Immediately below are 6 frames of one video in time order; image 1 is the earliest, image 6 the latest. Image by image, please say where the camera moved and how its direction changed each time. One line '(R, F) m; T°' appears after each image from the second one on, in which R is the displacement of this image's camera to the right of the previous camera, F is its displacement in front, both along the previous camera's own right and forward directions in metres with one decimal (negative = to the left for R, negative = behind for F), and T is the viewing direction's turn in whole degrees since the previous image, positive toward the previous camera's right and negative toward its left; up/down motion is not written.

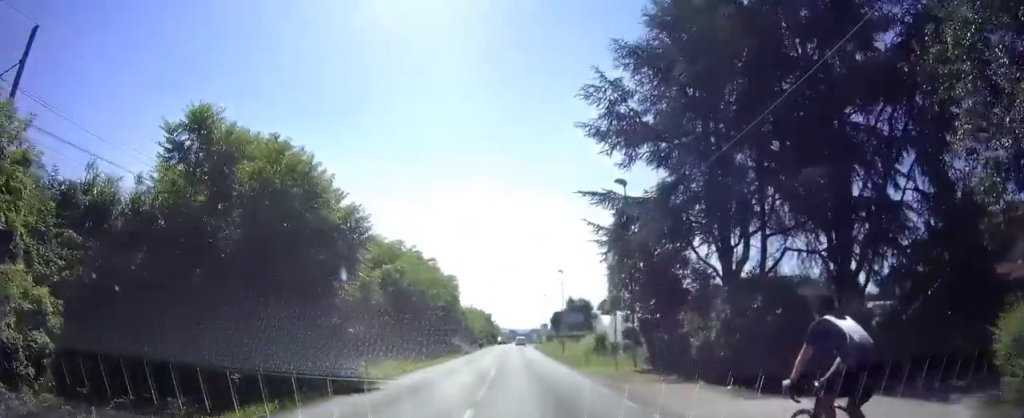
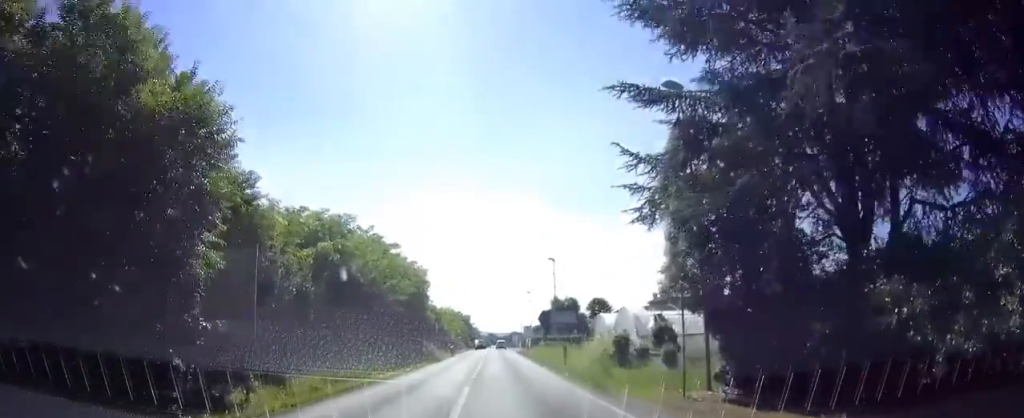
(+0.2, +10.4) m; 0°
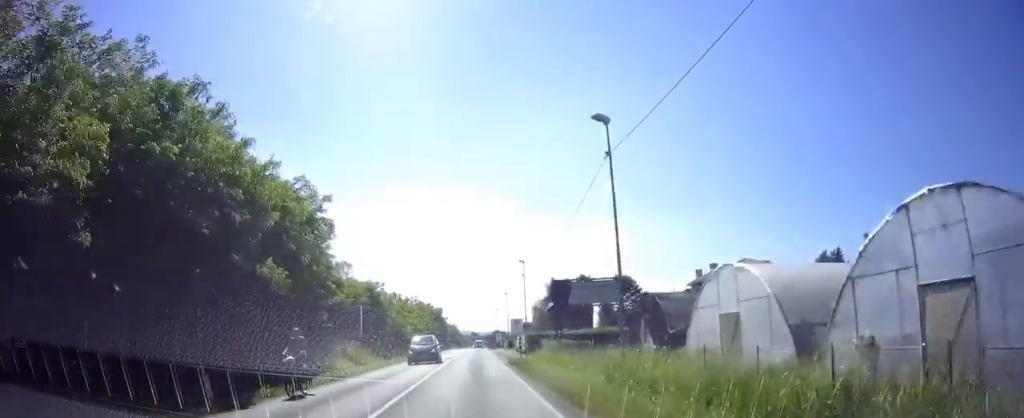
(-0.3, +29.6) m; -2°
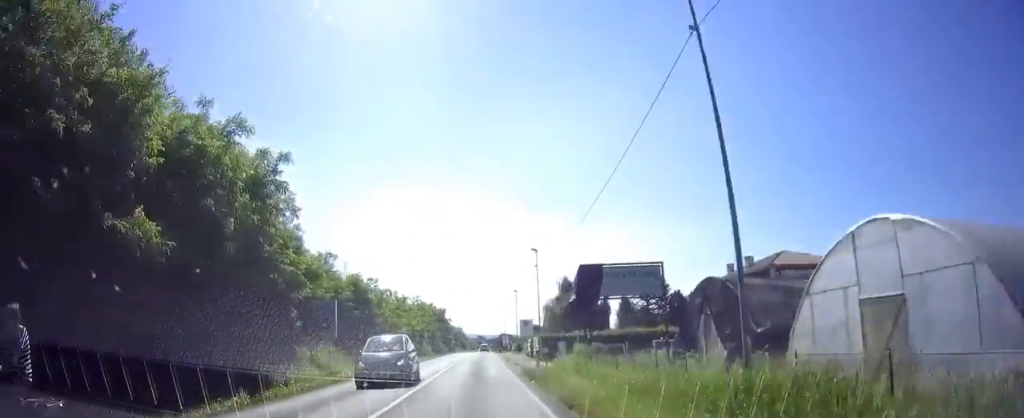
(-0.1, +7.5) m; 0°
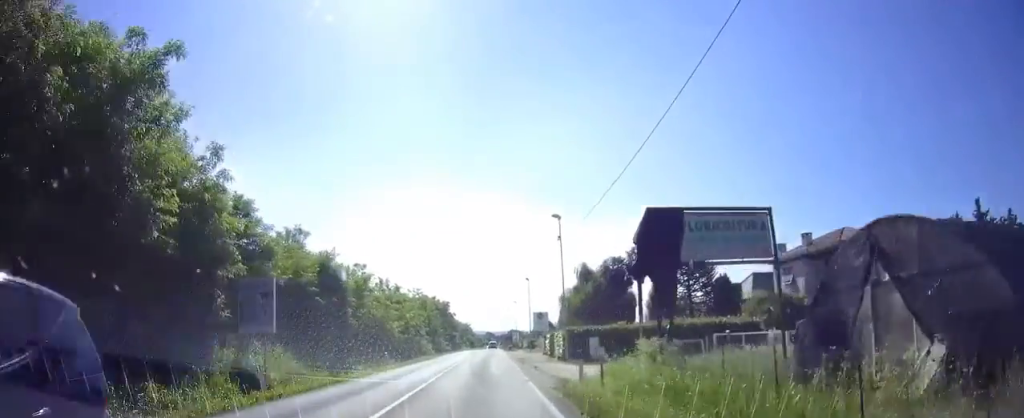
(-0.3, +9.6) m; 0°
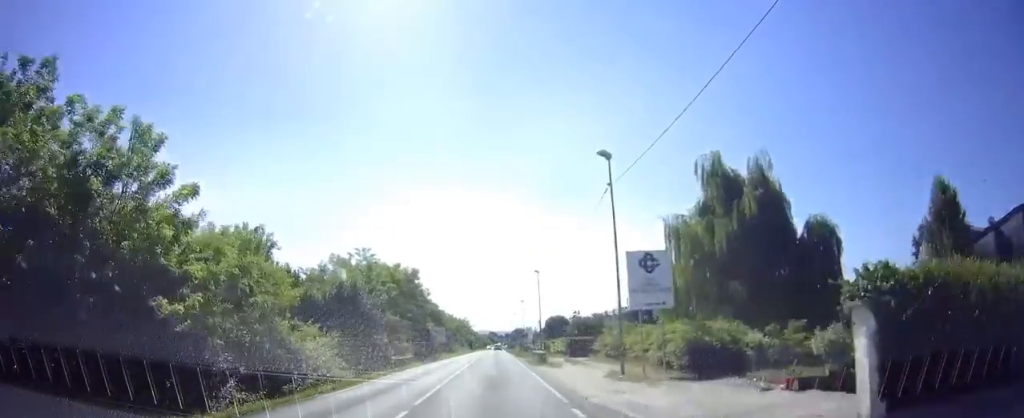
(0.0, +41.0) m; -1°
